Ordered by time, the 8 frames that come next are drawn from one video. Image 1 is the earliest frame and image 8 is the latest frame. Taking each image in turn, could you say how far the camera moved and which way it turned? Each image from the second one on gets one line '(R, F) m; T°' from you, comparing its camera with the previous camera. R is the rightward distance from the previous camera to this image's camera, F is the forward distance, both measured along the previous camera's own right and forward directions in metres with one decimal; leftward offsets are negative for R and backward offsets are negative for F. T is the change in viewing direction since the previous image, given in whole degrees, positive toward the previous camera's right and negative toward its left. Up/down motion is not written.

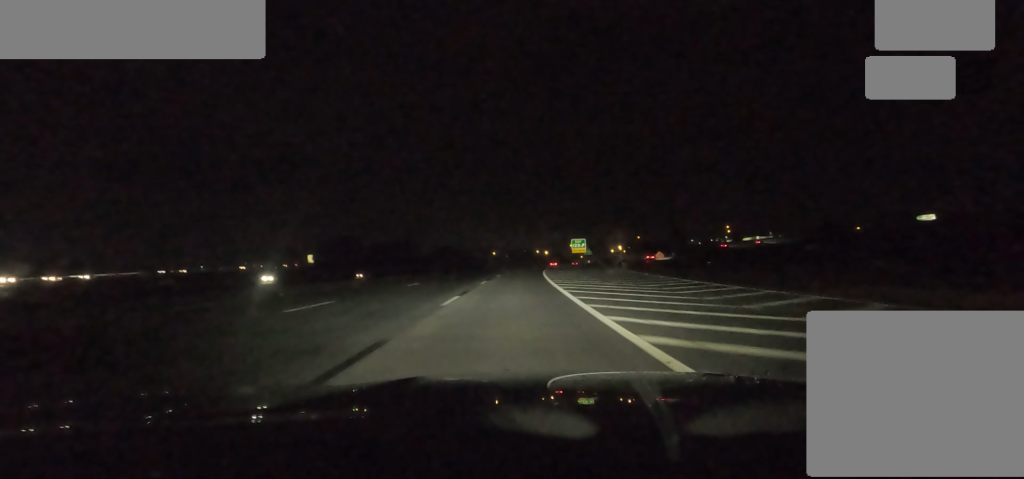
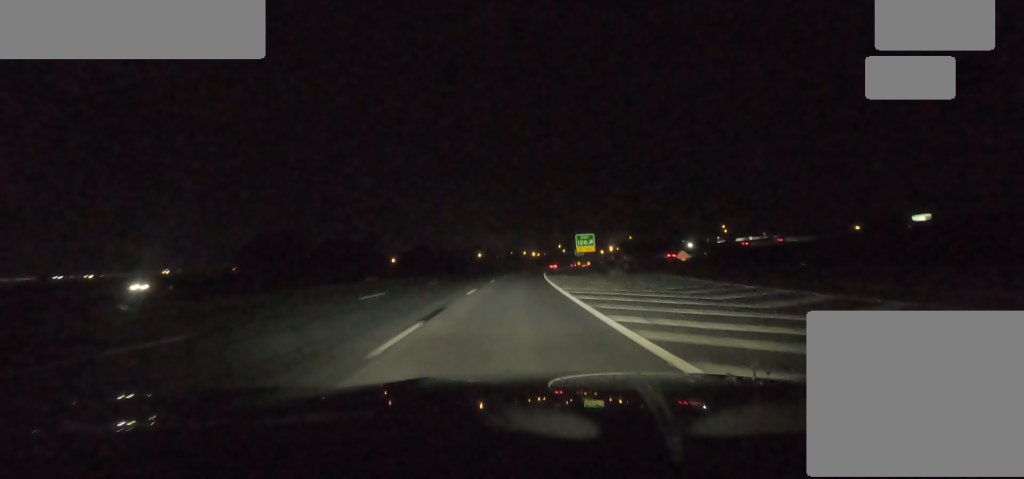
(+1.2, +20.7) m; 0°
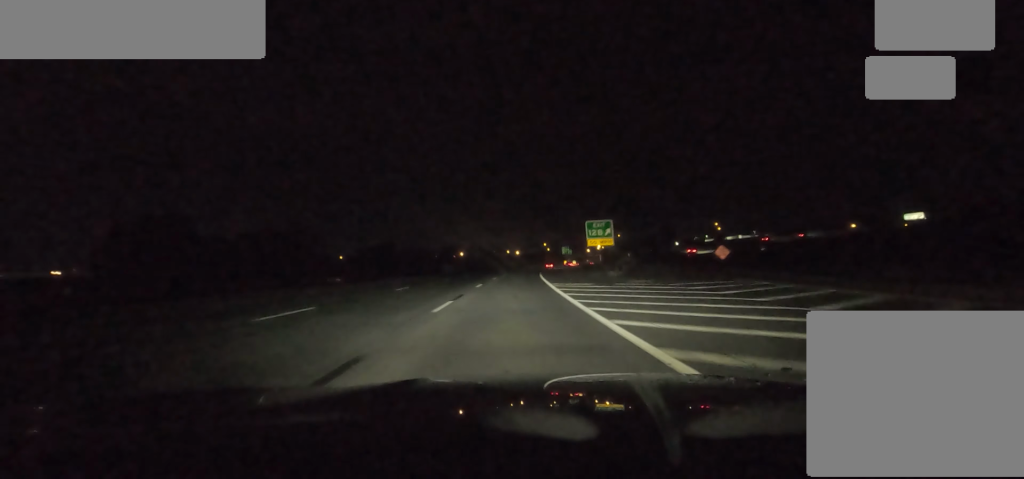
(-0.9, +21.4) m; 0°
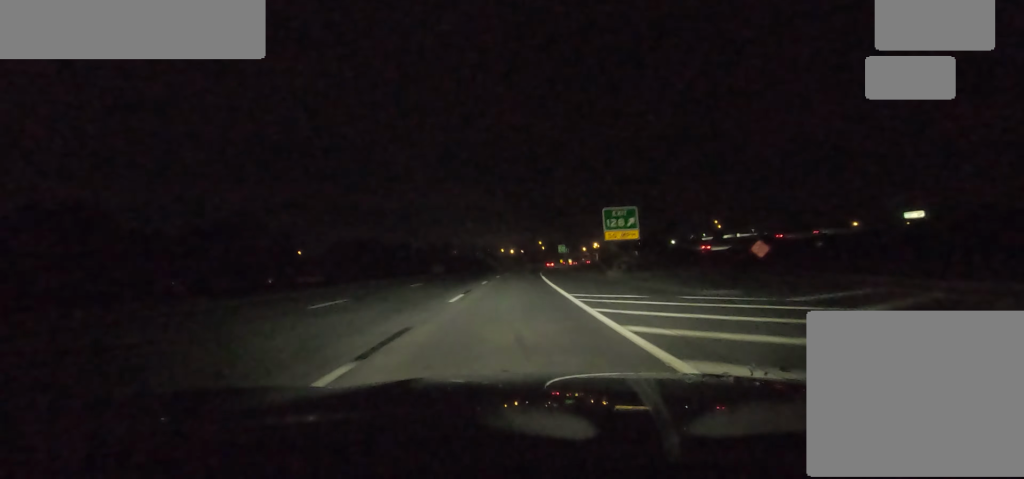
(0.0, +10.5) m; +1°
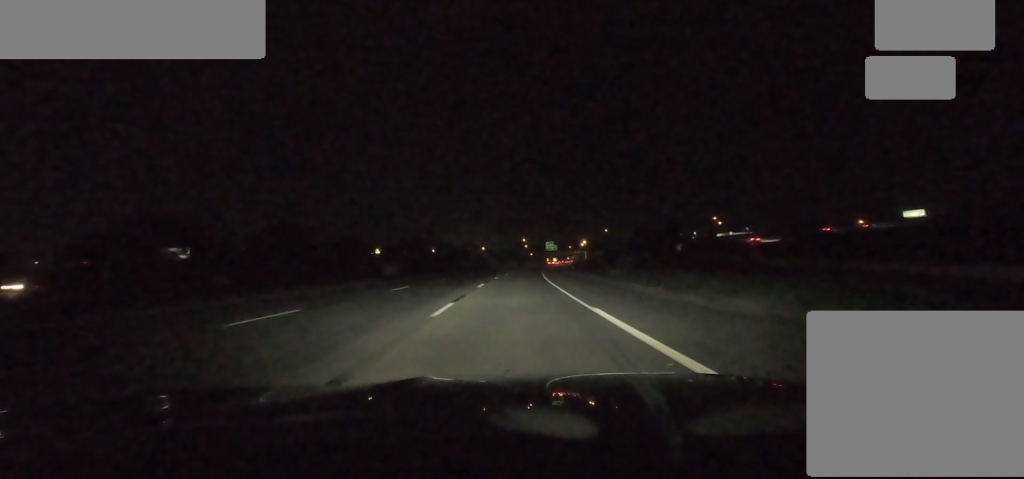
(+1.5, +31.3) m; +3°
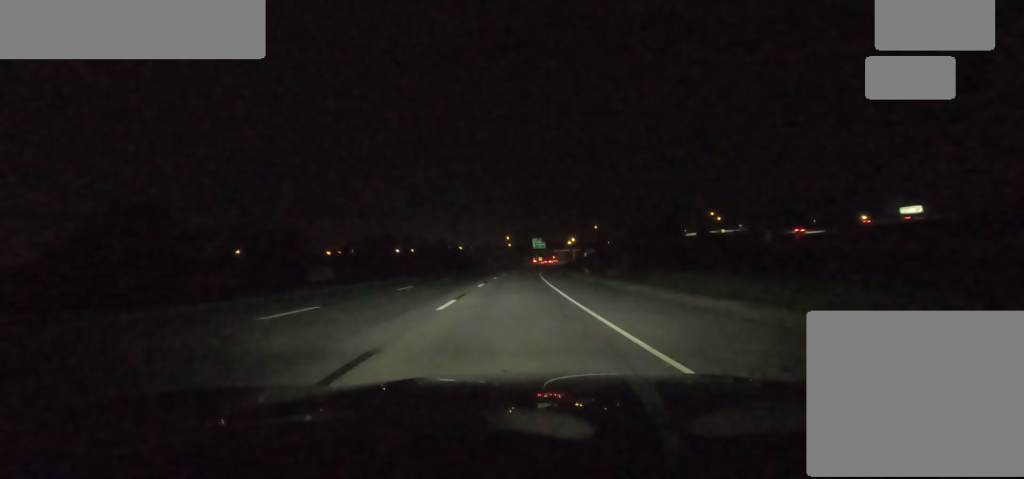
(0.0, +25.5) m; 0°
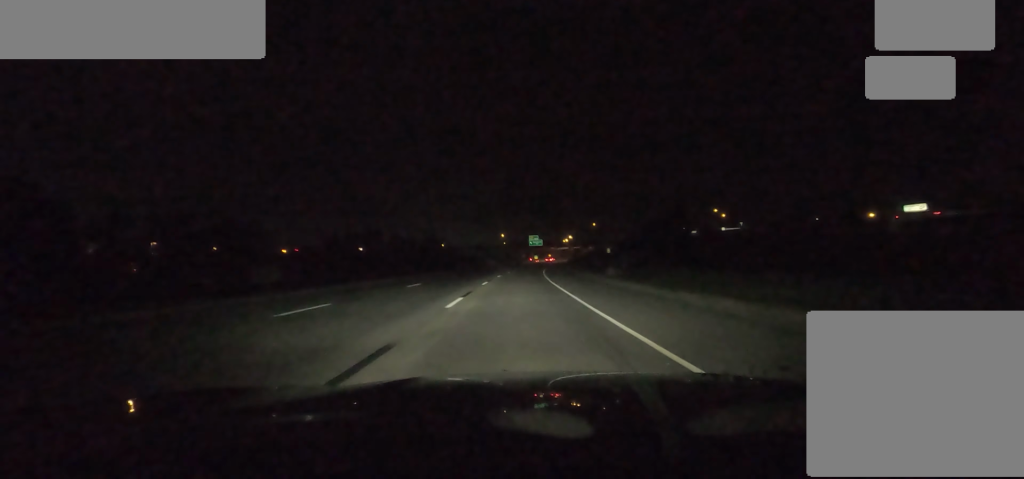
(0.0, +12.5) m; 0°
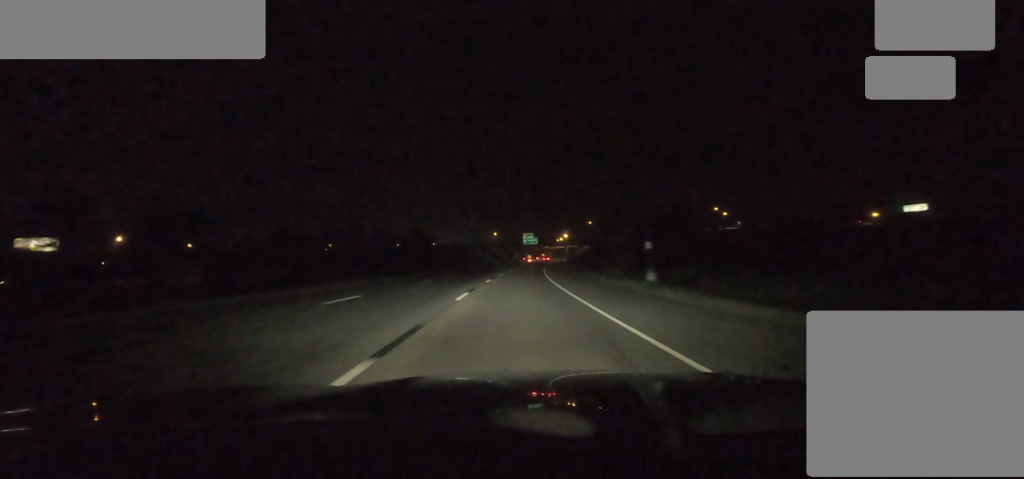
(0.0, +11.4) m; +2°
